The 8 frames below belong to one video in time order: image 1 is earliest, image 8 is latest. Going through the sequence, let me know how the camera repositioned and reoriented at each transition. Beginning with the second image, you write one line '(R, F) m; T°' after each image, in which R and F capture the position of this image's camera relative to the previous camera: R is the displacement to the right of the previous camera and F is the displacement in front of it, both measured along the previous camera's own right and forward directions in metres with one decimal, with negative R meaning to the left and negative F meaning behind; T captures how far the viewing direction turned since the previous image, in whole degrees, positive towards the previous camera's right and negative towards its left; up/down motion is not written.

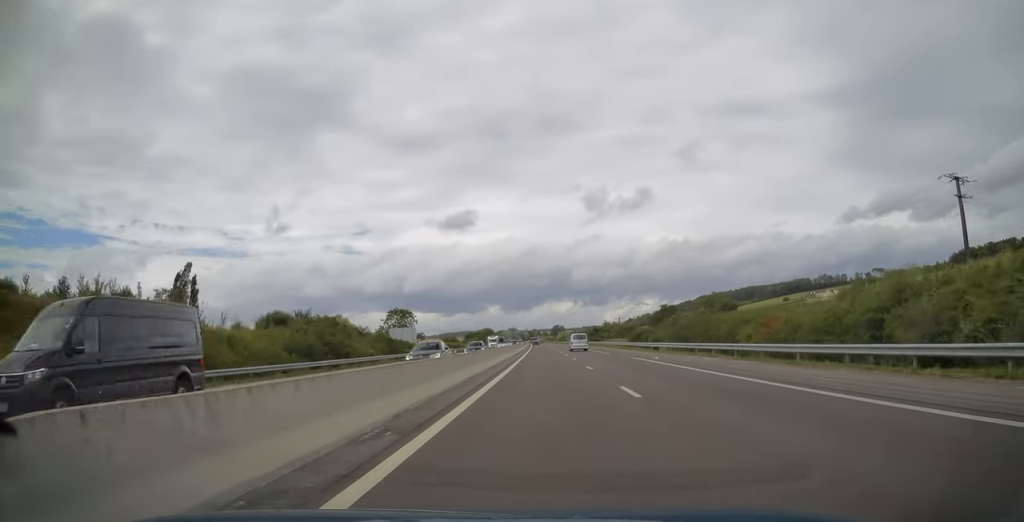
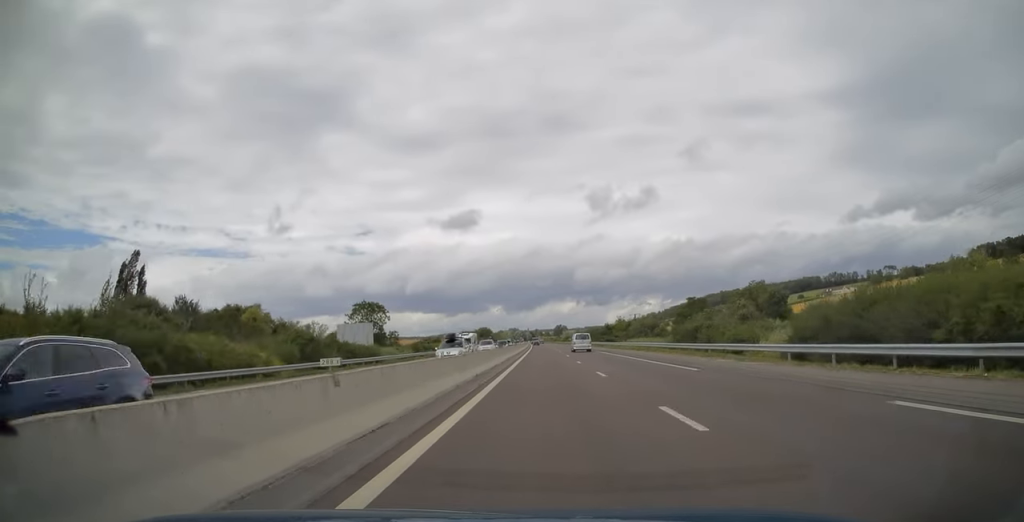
(-0.1, +30.9) m; 0°
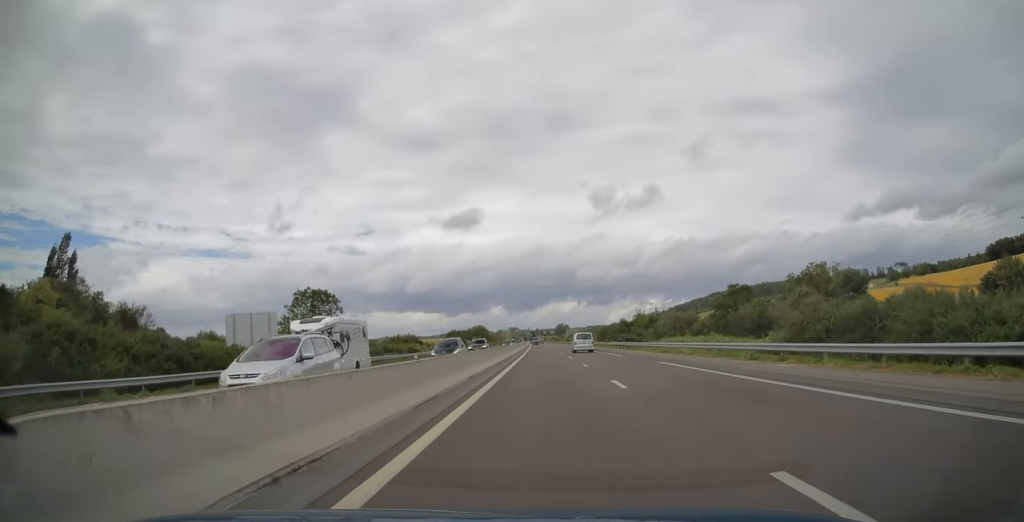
(-0.1, +31.5) m; 0°
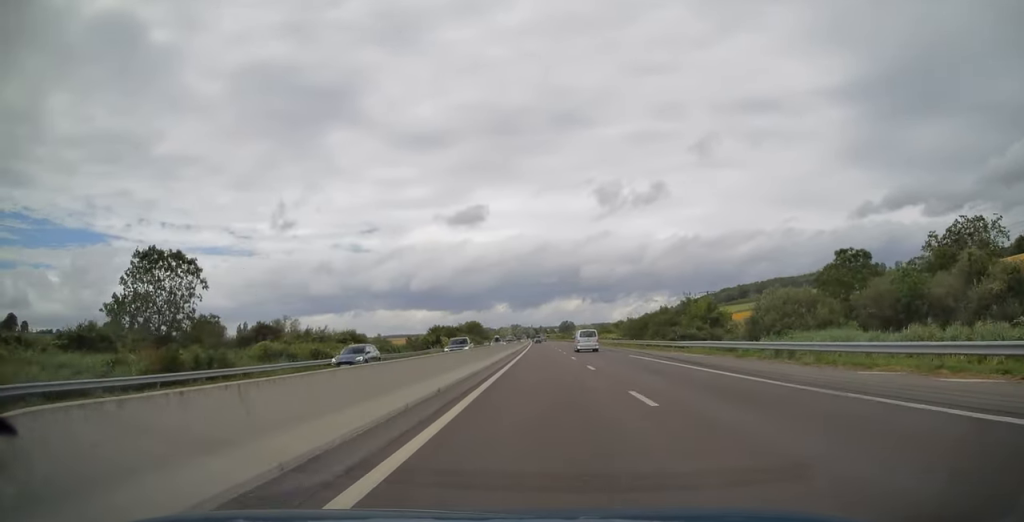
(-0.1, +43.0) m; 0°
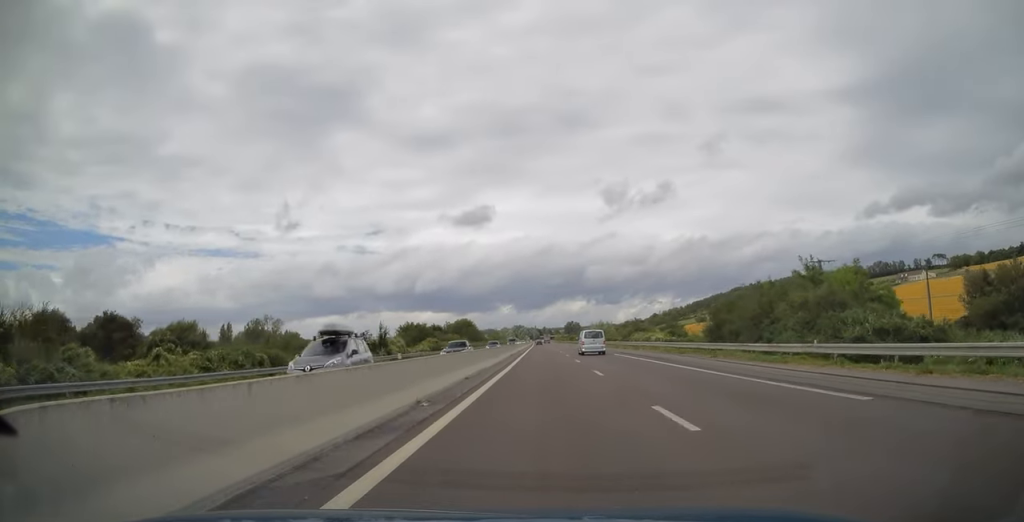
(-0.1, +41.8) m; 0°
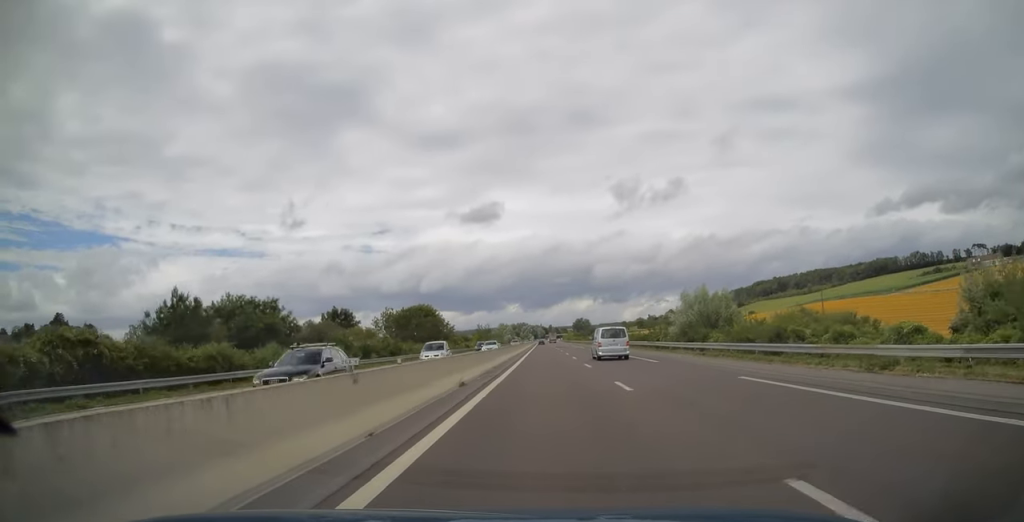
(-0.7, +83.5) m; -1°
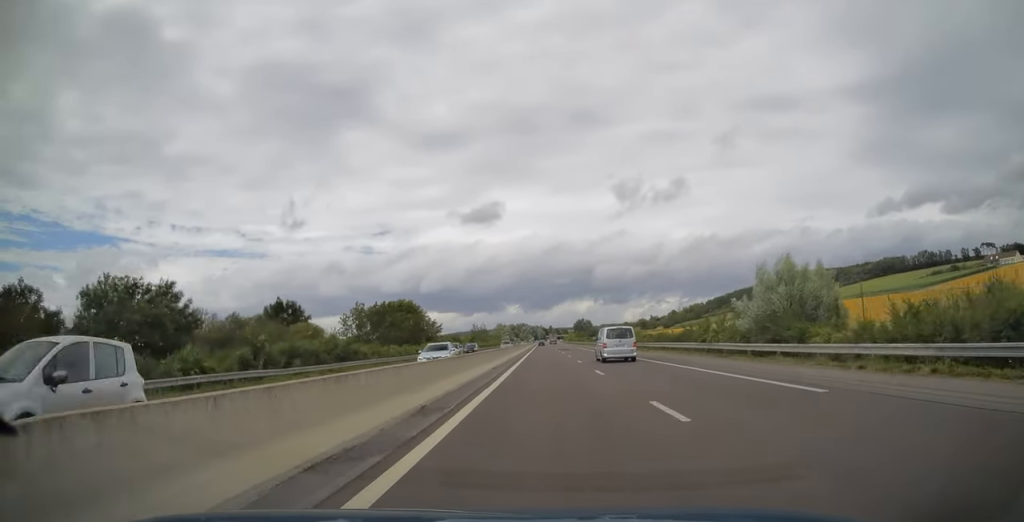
(0.0, +18.8) m; 0°
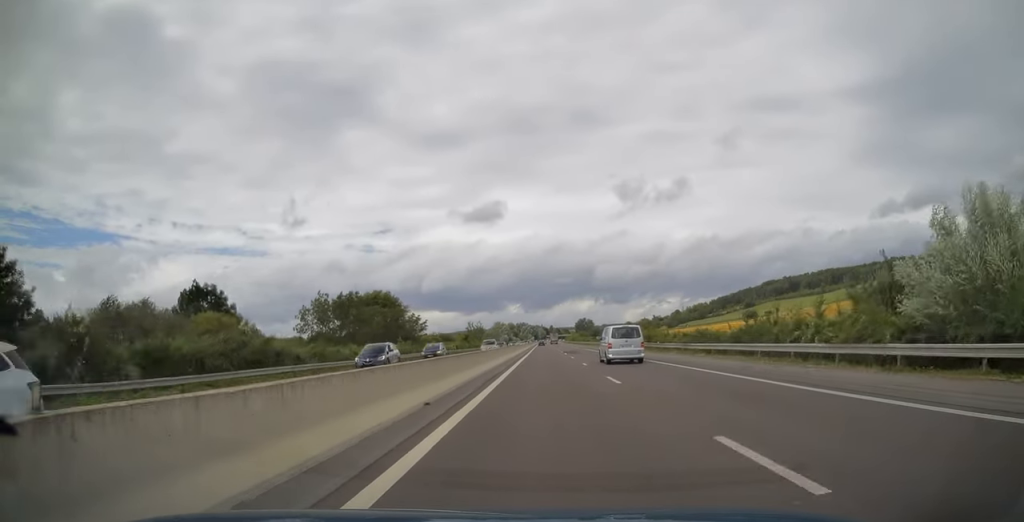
(0.0, +17.5) m; 0°
